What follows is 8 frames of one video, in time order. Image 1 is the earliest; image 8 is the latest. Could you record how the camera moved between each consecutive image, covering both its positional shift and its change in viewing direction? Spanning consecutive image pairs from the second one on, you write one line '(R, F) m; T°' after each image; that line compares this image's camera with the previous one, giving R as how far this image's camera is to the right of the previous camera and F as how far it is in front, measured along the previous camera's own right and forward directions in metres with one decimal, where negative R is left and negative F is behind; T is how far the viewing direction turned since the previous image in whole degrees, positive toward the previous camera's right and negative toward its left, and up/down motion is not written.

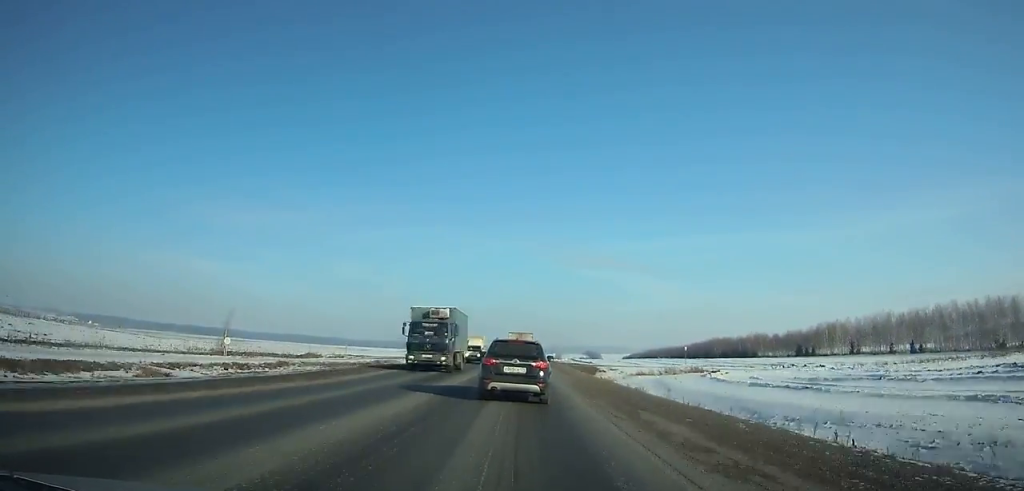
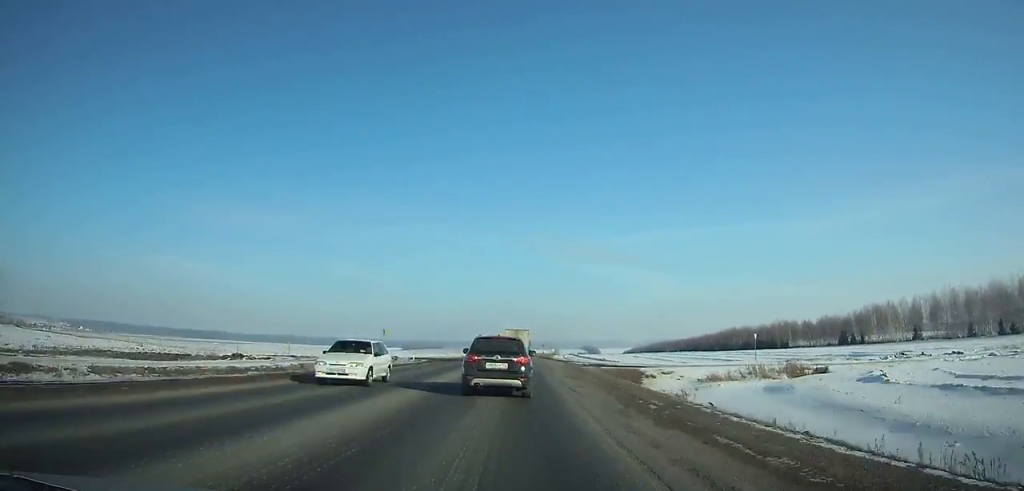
(+0.2, +34.2) m; 0°
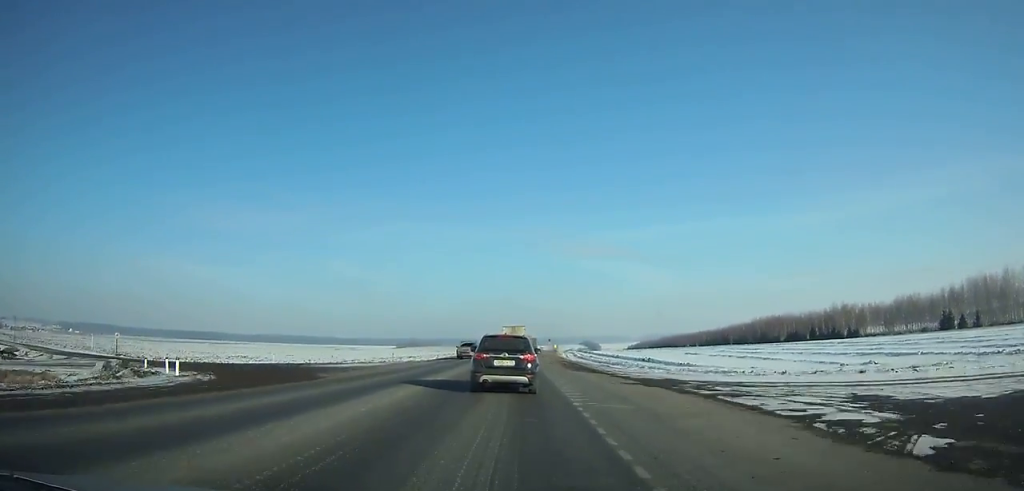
(+0.1, +50.8) m; 0°
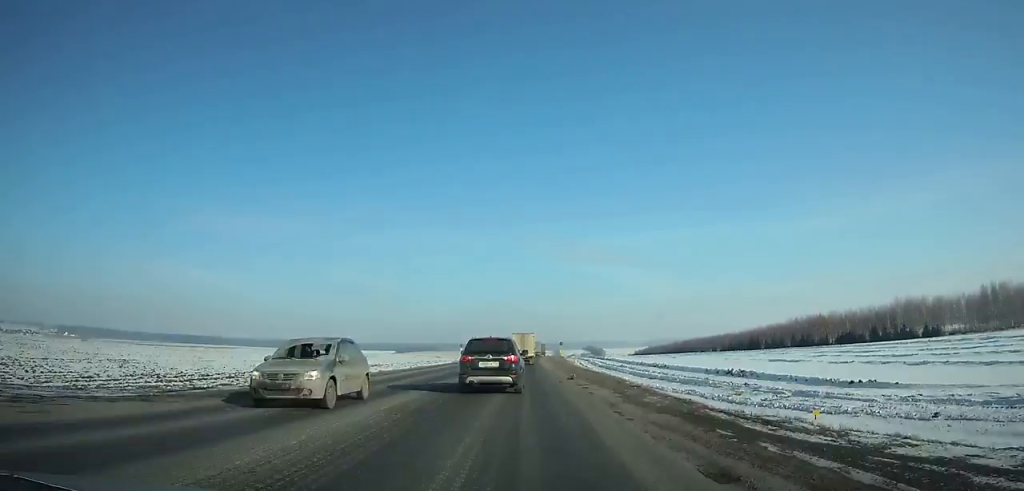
(+0.1, +37.1) m; +1°
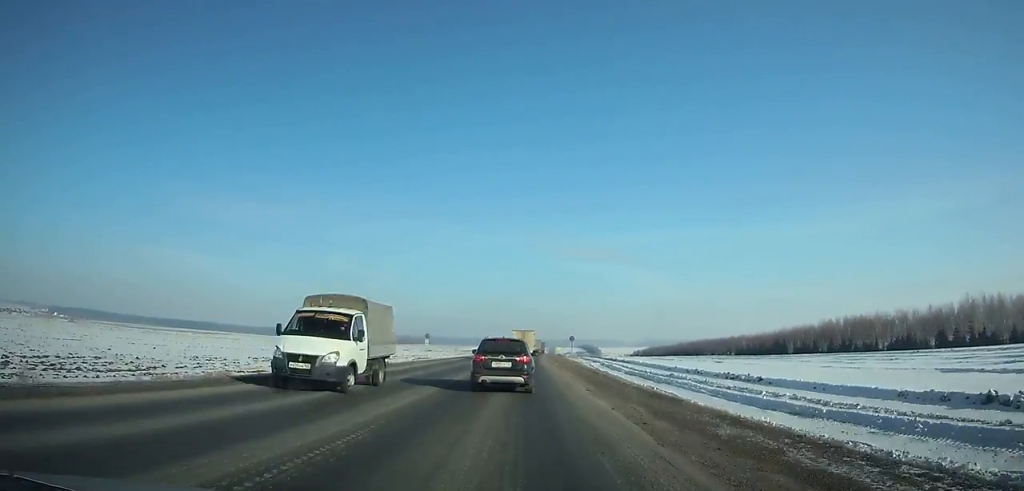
(+0.2, +32.6) m; +1°
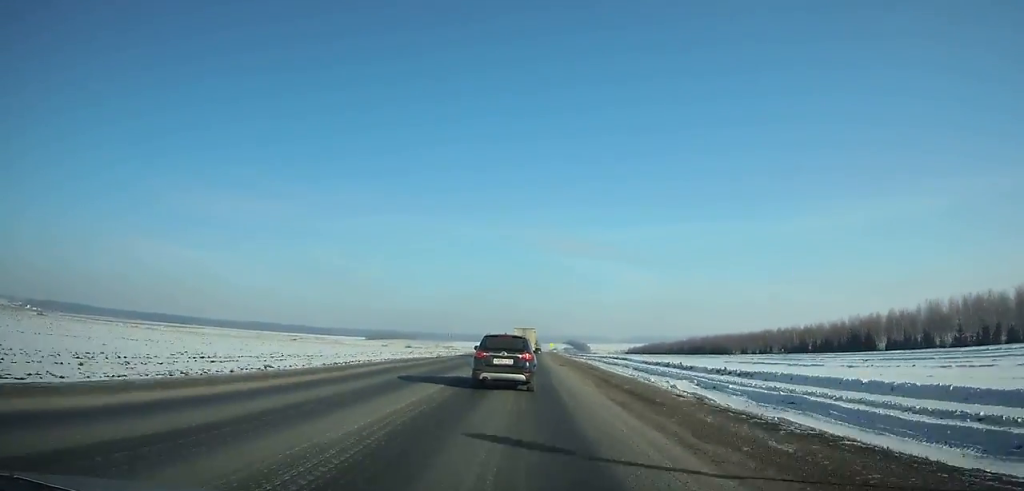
(+0.9, +68.8) m; +1°
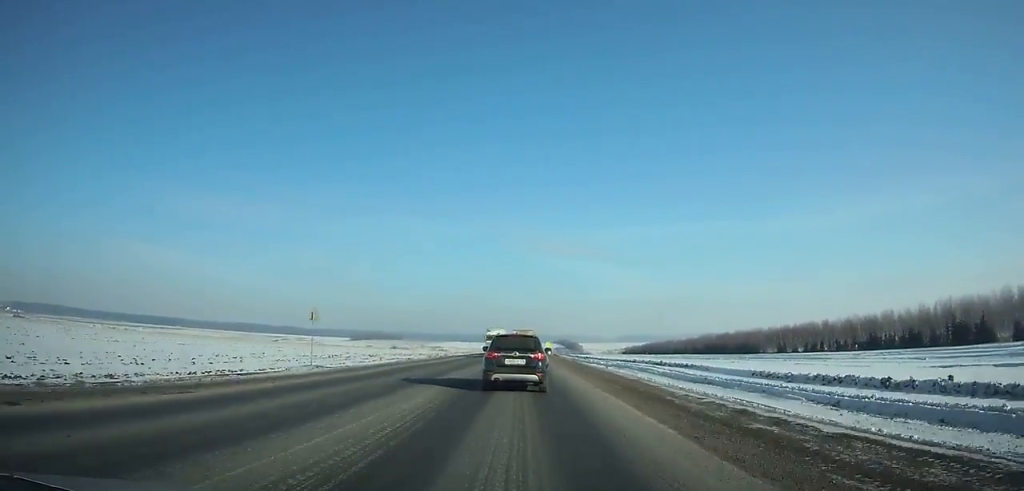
(+0.4, +51.1) m; +1°
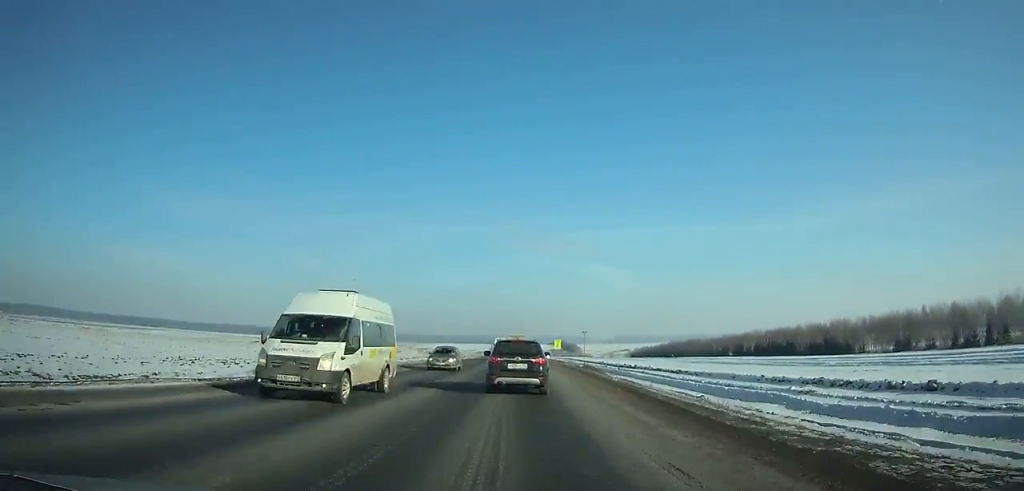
(+0.1, +79.8) m; 0°
